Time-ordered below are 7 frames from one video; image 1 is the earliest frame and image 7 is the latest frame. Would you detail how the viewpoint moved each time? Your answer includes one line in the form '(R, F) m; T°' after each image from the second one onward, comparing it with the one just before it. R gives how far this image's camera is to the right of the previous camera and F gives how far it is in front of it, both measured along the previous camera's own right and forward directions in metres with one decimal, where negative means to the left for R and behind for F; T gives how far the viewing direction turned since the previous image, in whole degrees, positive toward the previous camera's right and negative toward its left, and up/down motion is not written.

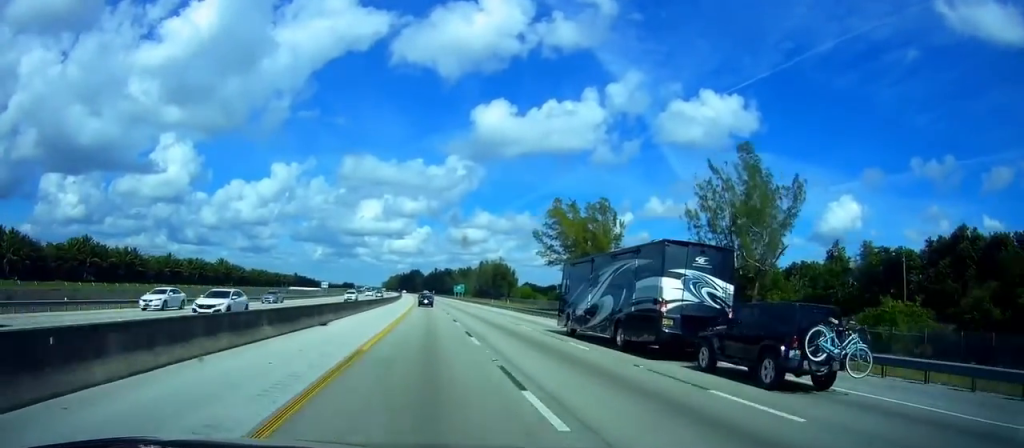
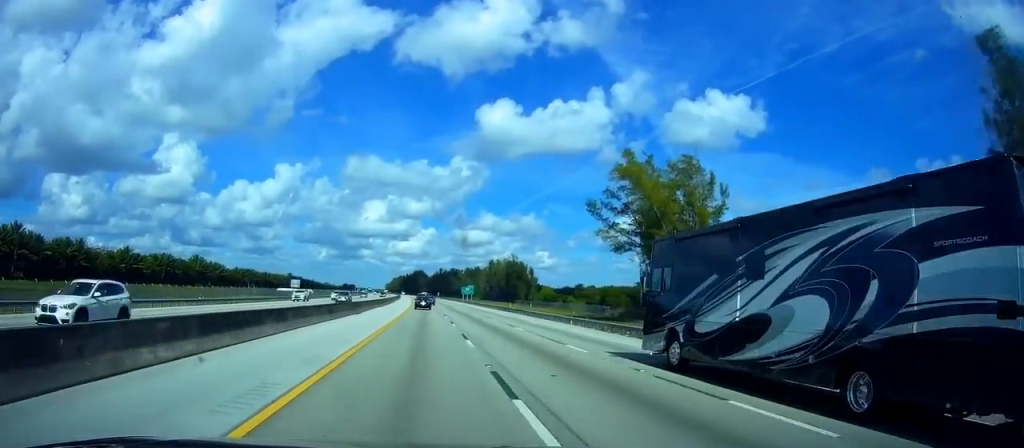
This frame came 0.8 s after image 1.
(-0.6, +36.1) m; -1°
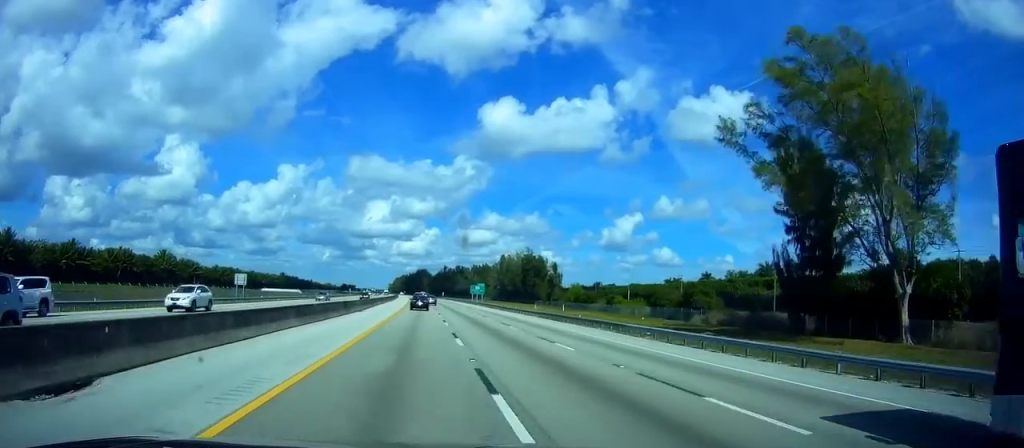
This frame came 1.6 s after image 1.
(-0.1, +34.7) m; -1°
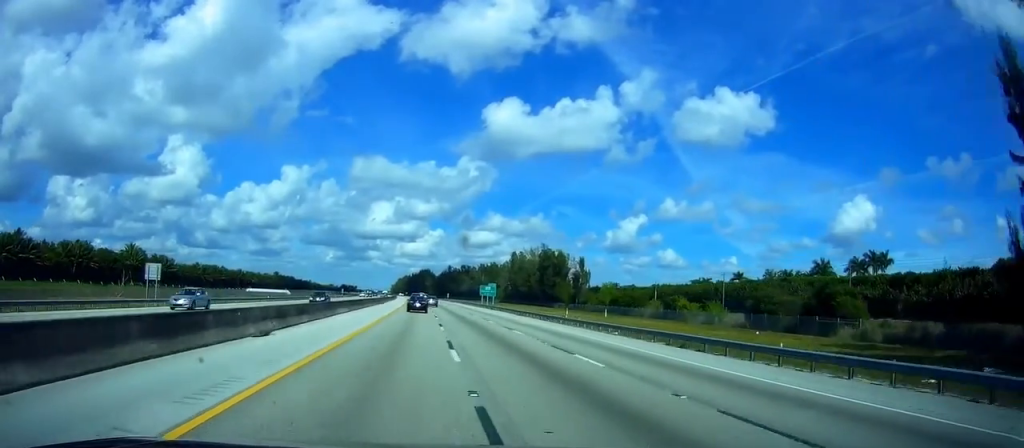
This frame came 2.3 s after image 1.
(-0.1, +27.5) m; 0°
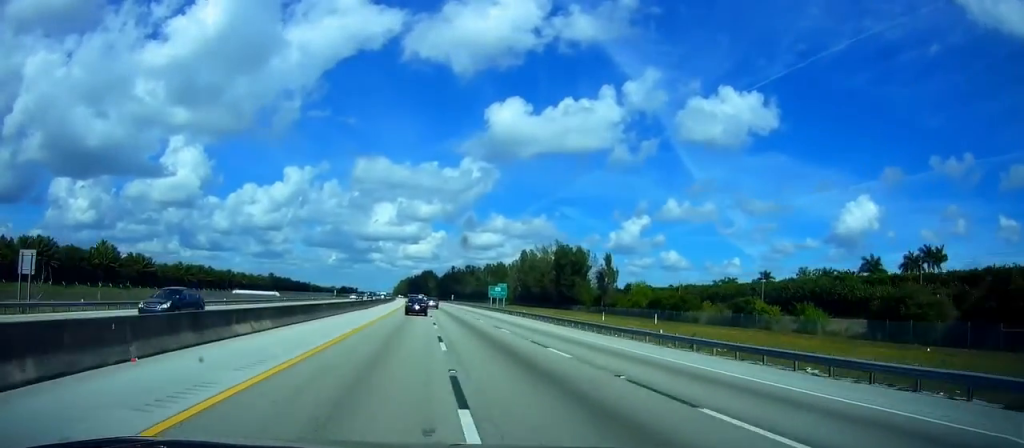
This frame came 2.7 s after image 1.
(-0.3, +20.3) m; 0°
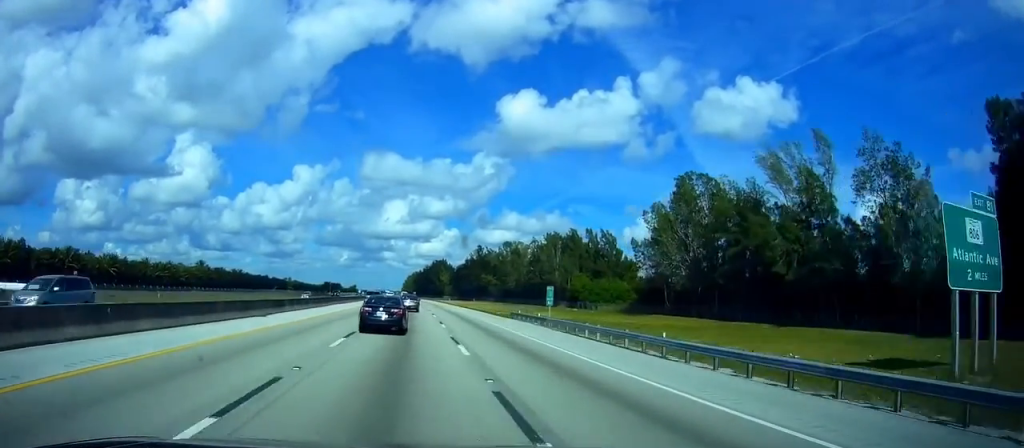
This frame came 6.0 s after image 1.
(-1.1, +143.5) m; -1°
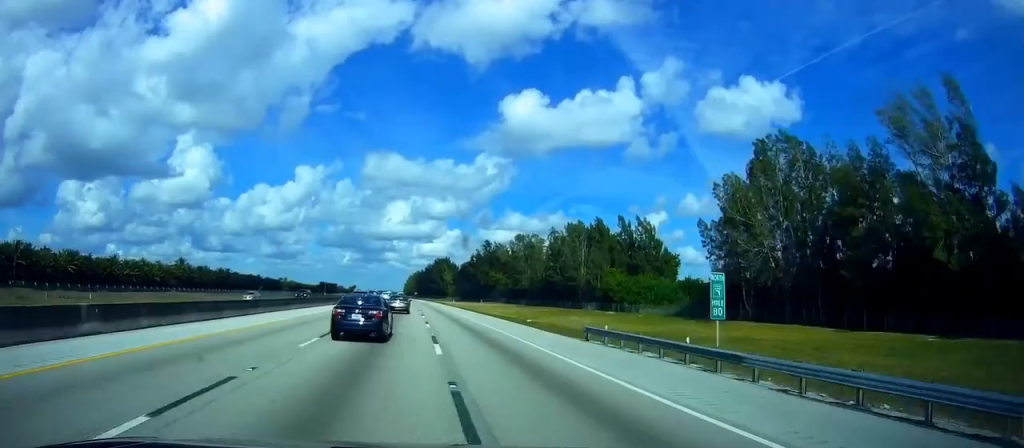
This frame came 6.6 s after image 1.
(0.0, +24.5) m; 0°
